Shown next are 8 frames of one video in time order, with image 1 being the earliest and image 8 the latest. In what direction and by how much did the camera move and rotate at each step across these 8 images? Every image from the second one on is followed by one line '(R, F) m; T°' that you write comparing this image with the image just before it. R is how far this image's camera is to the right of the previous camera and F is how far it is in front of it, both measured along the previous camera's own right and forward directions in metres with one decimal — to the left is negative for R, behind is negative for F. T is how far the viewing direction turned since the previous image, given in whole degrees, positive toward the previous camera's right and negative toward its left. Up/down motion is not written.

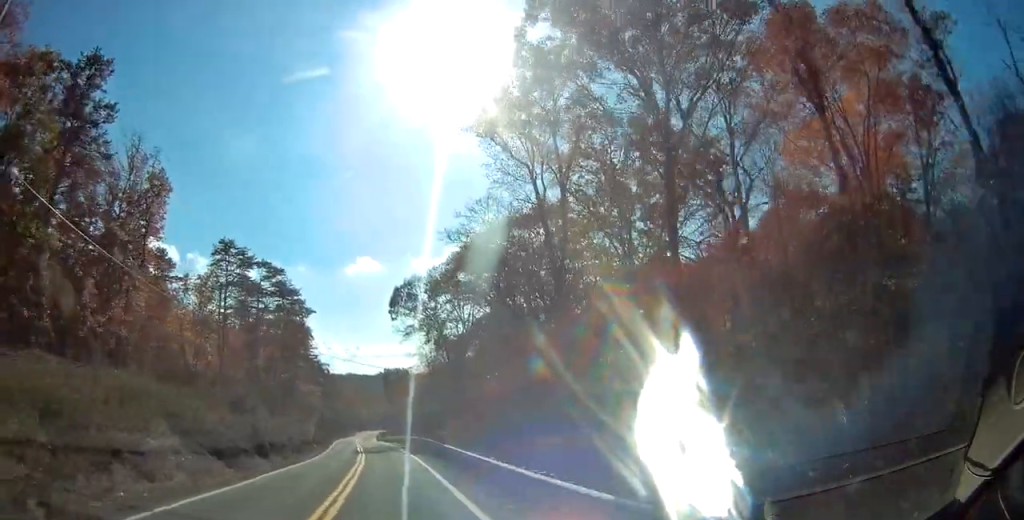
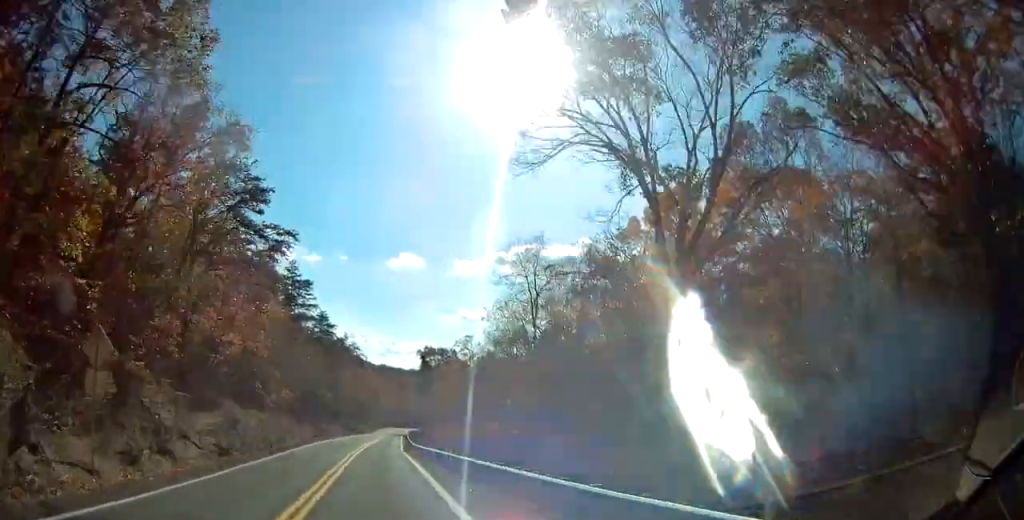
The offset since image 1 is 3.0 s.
(-1.2, +54.5) m; -4°
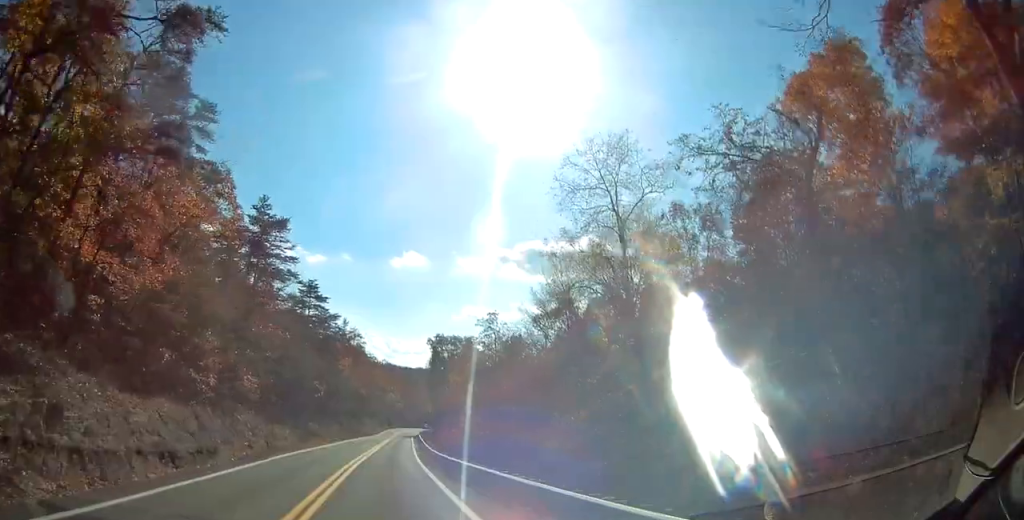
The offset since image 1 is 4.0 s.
(-0.4, +18.2) m; -1°
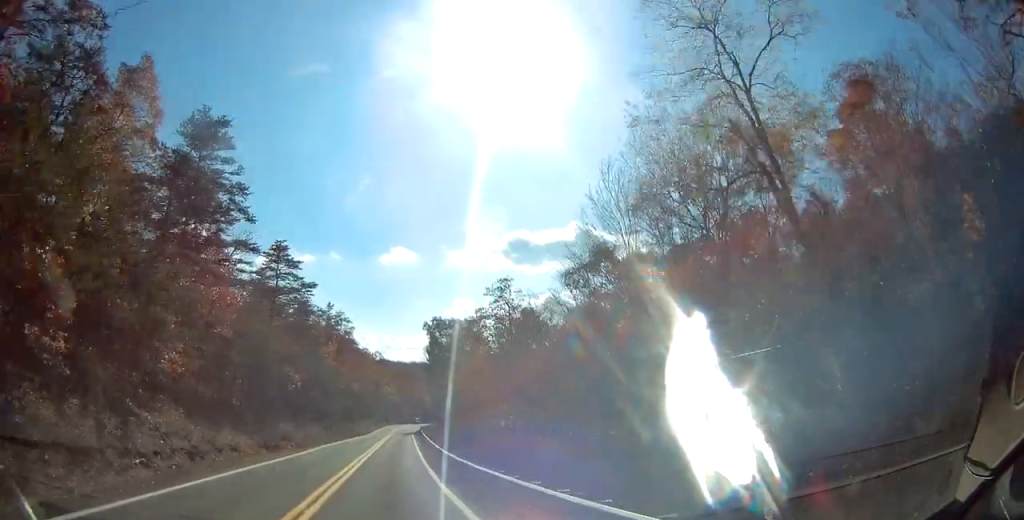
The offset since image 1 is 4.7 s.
(+0.1, +14.0) m; +1°
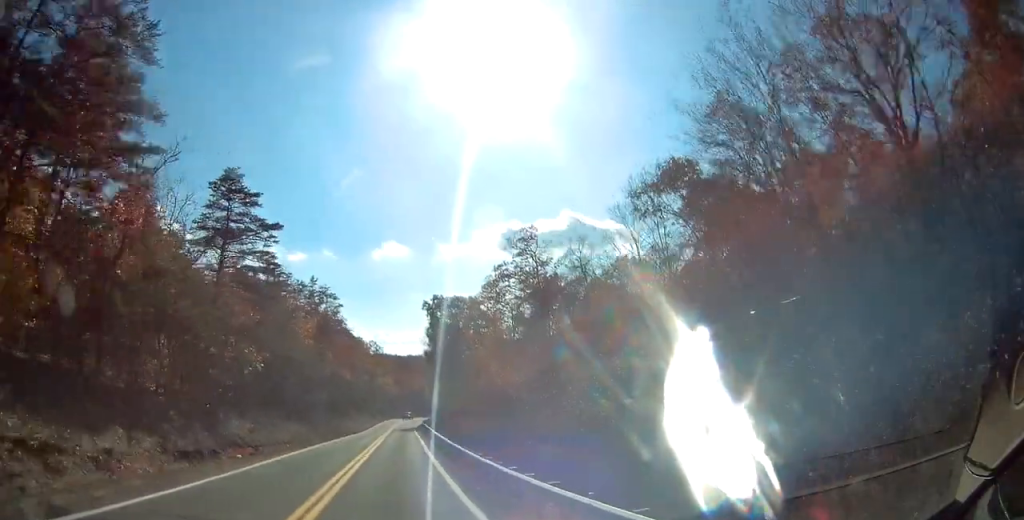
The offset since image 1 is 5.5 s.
(+0.1, +14.9) m; 0°
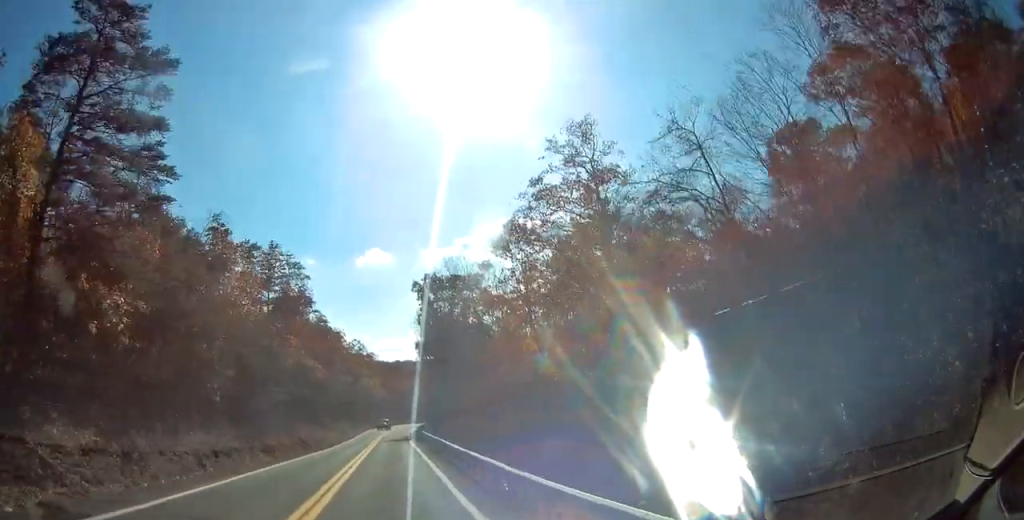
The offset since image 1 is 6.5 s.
(0.0, +19.4) m; 0°
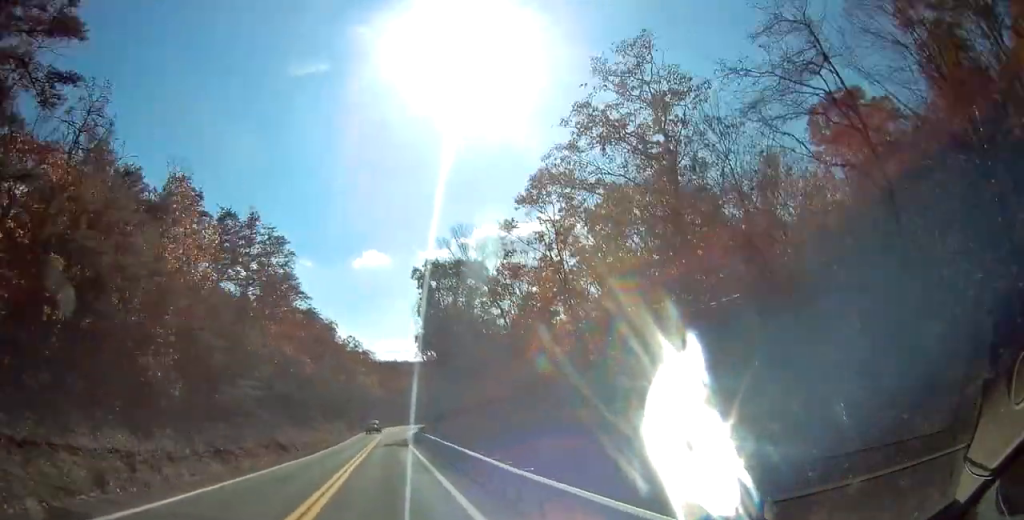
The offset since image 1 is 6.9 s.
(-0.2, +8.9) m; 0°
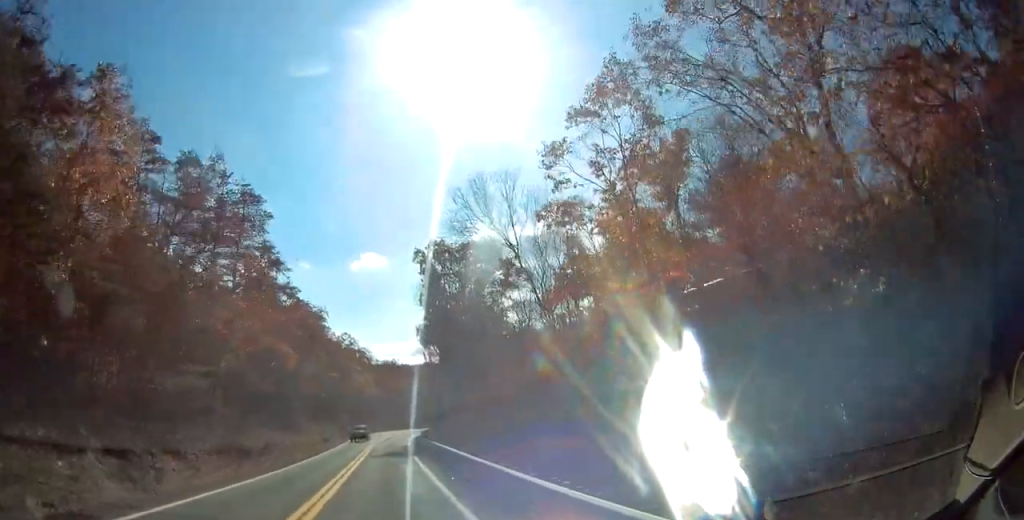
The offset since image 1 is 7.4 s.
(0.0, +10.3) m; 0°
